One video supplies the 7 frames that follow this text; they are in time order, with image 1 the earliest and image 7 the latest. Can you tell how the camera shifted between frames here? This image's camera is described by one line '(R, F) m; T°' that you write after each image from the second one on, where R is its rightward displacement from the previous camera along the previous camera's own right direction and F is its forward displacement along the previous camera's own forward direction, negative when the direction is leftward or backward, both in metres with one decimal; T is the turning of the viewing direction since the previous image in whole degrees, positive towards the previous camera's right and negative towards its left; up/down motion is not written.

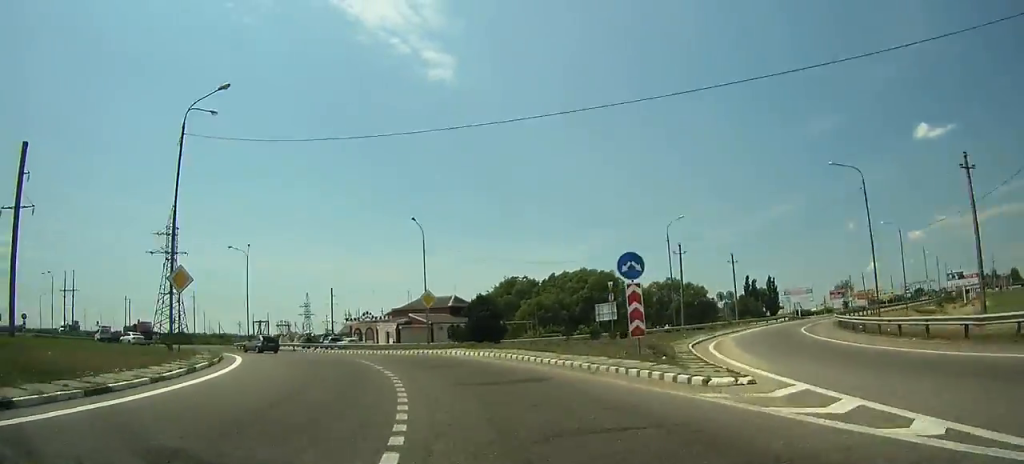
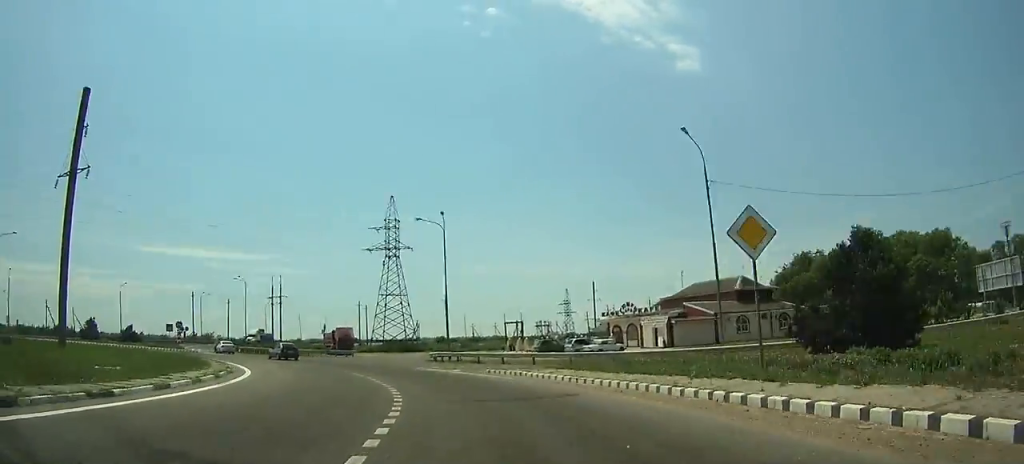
(-2.1, +23.7) m; -25°
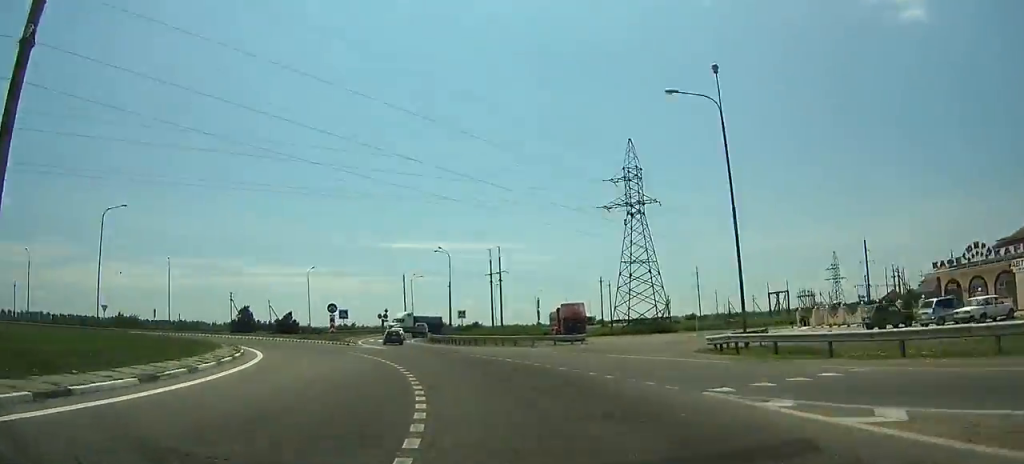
(-8.5, +22.9) m; -19°
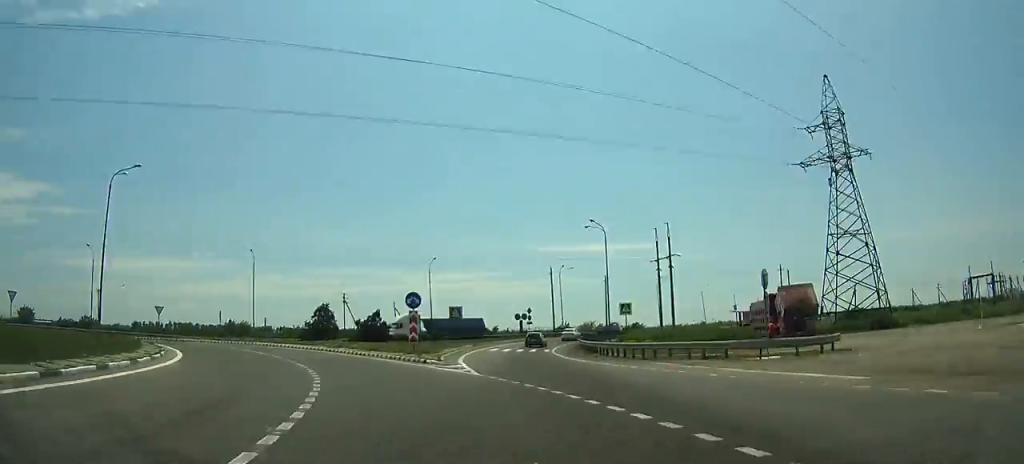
(-2.9, +21.5) m; -13°
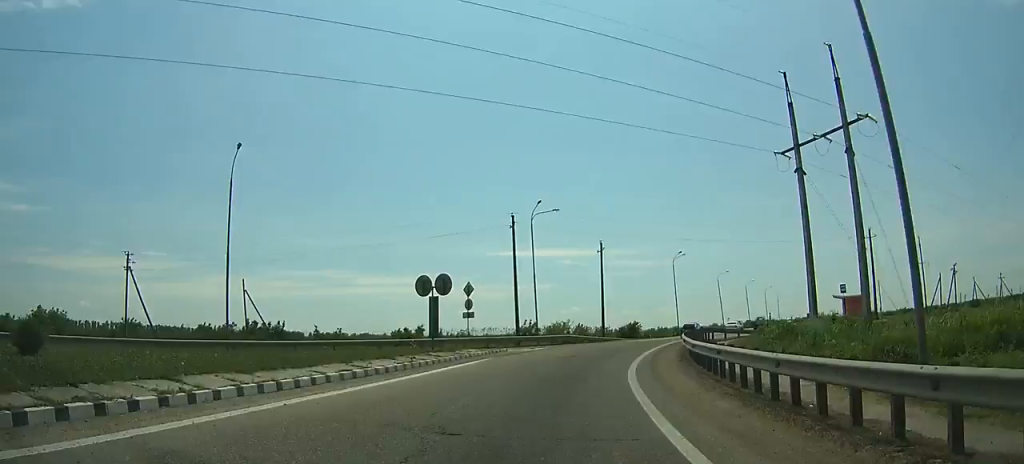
(-5.9, +51.6) m; 0°
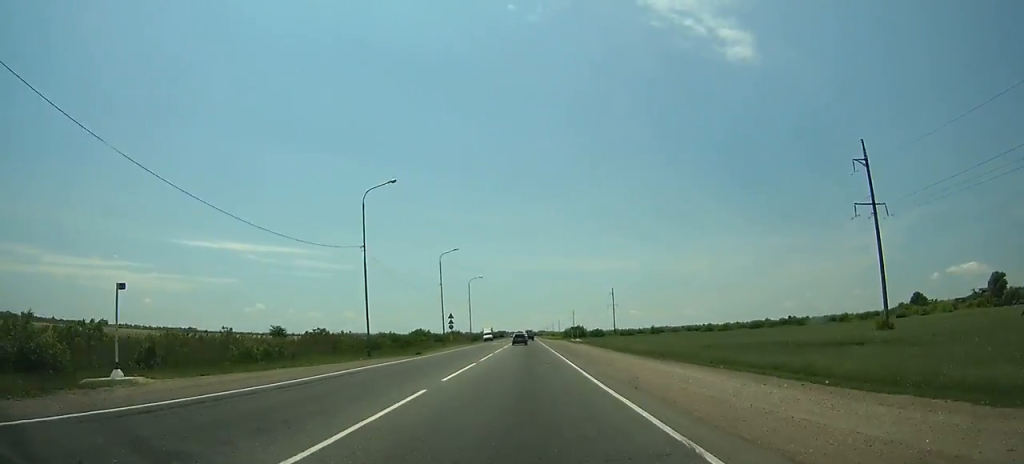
(+33.2, +112.1) m; +26°
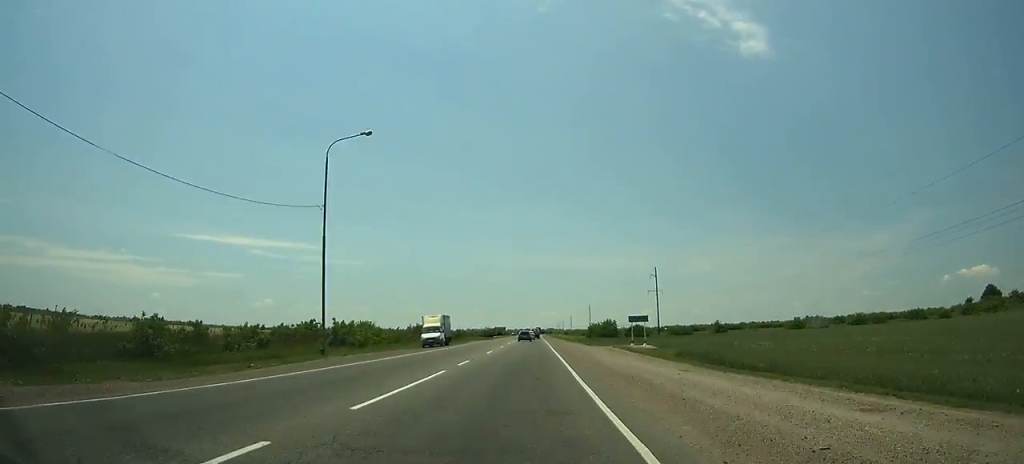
(+1.1, +77.9) m; 0°
